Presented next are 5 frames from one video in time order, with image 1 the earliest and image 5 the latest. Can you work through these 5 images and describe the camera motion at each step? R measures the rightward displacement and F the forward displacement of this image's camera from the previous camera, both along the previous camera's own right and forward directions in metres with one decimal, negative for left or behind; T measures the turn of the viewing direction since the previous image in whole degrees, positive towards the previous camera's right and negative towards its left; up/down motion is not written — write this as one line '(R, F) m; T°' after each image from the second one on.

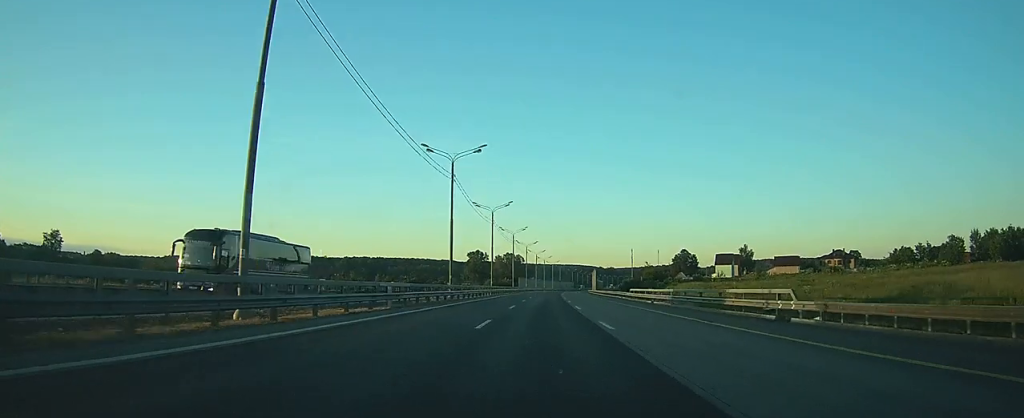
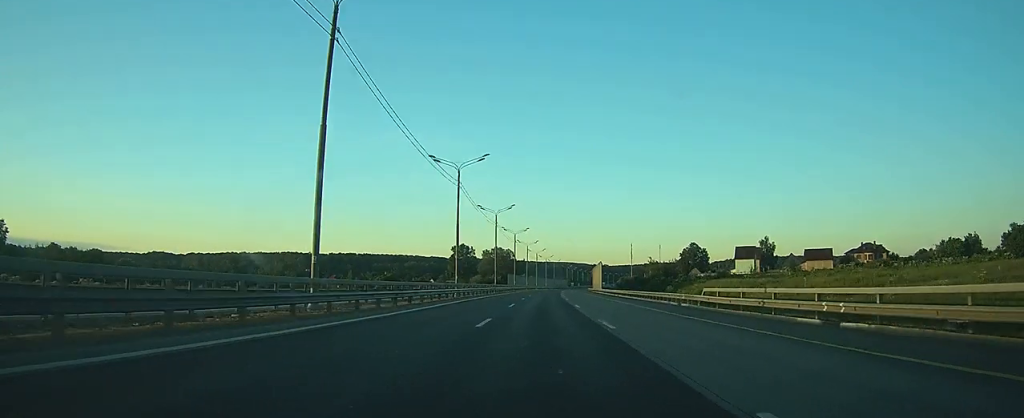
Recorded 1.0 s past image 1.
(+0.2, +31.3) m; +1°
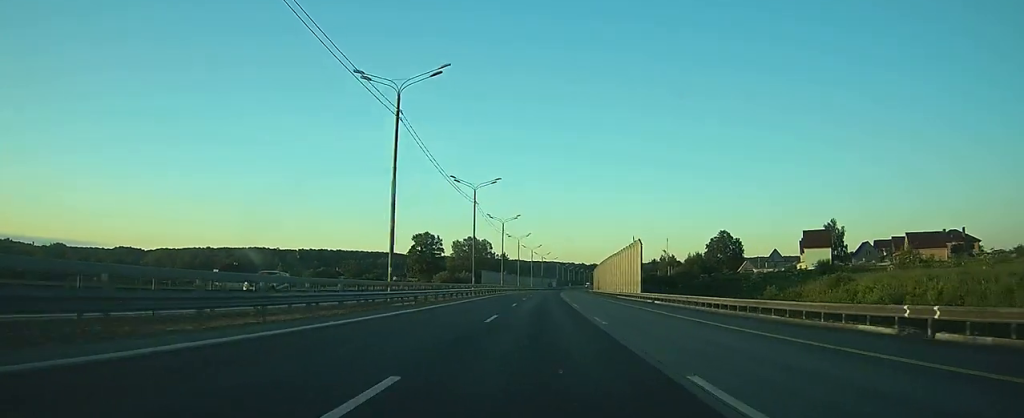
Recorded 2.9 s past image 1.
(+0.6, +61.0) m; +1°
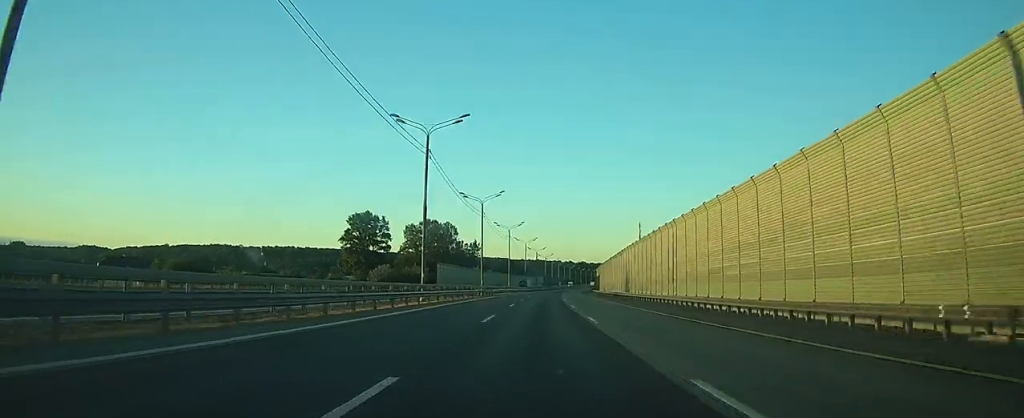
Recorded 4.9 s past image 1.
(+0.8, +63.4) m; +2°
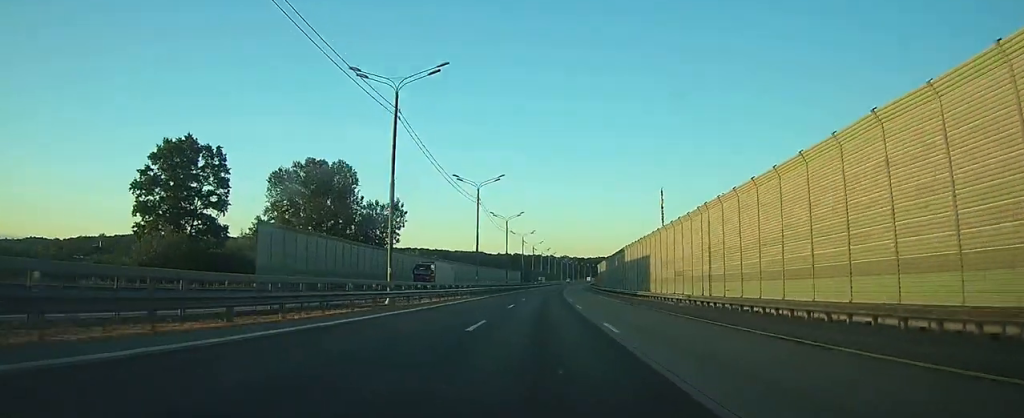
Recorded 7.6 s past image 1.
(+1.8, +83.3) m; +2°
